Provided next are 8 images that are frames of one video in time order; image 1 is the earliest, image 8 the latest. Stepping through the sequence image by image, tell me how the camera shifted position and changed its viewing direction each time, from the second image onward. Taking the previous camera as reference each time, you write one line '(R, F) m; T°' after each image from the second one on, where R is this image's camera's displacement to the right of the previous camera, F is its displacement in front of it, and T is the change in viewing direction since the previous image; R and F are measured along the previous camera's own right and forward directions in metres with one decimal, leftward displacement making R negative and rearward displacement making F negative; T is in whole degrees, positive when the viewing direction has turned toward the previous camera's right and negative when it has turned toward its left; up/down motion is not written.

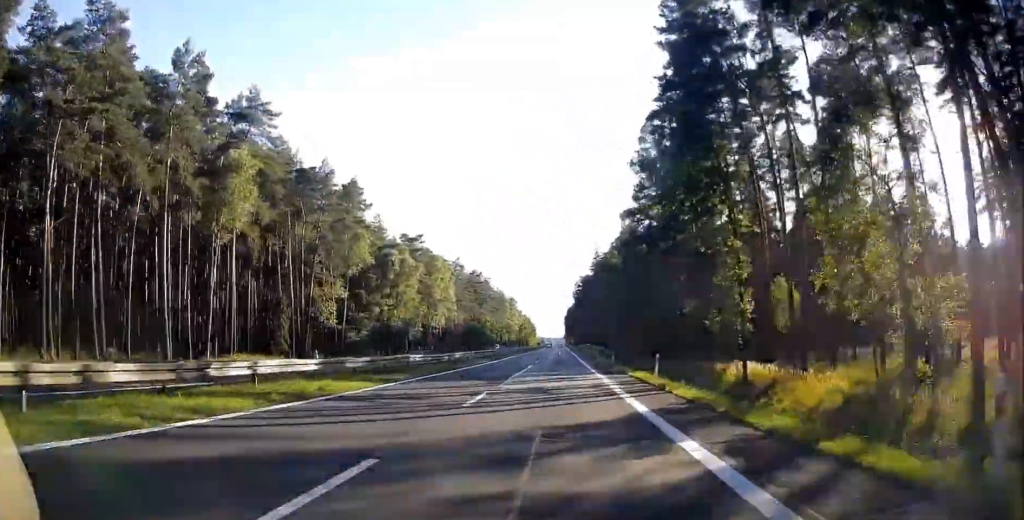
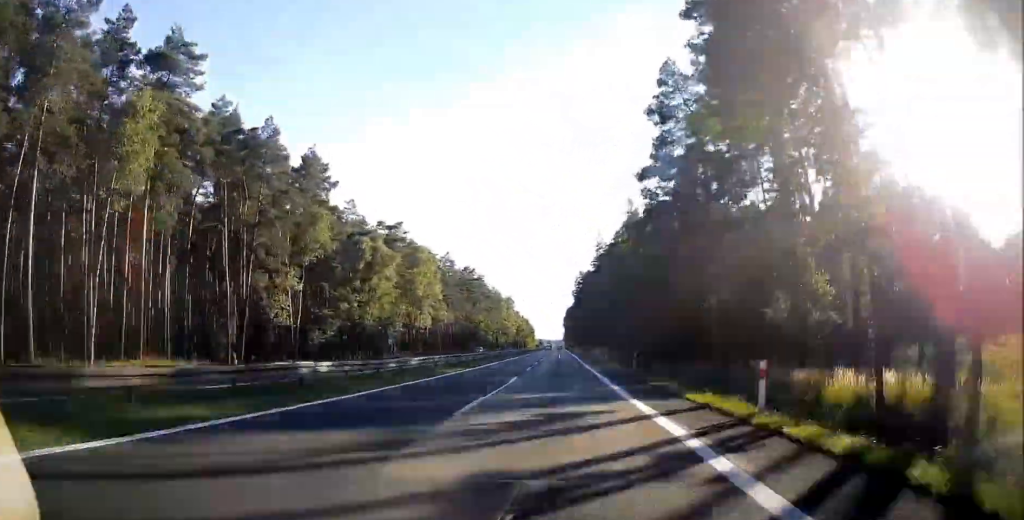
(0.0, +13.0) m; 0°
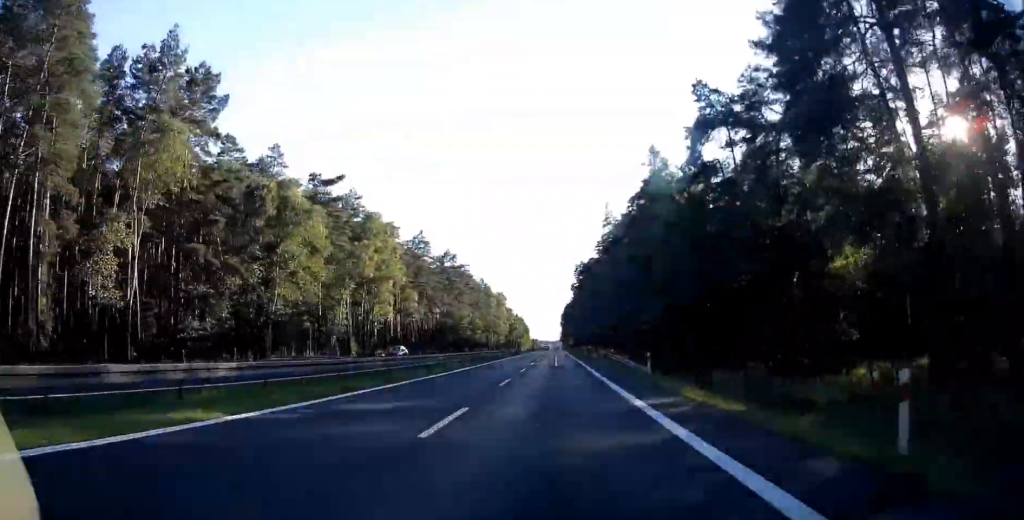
(0.0, +26.0) m; +1°
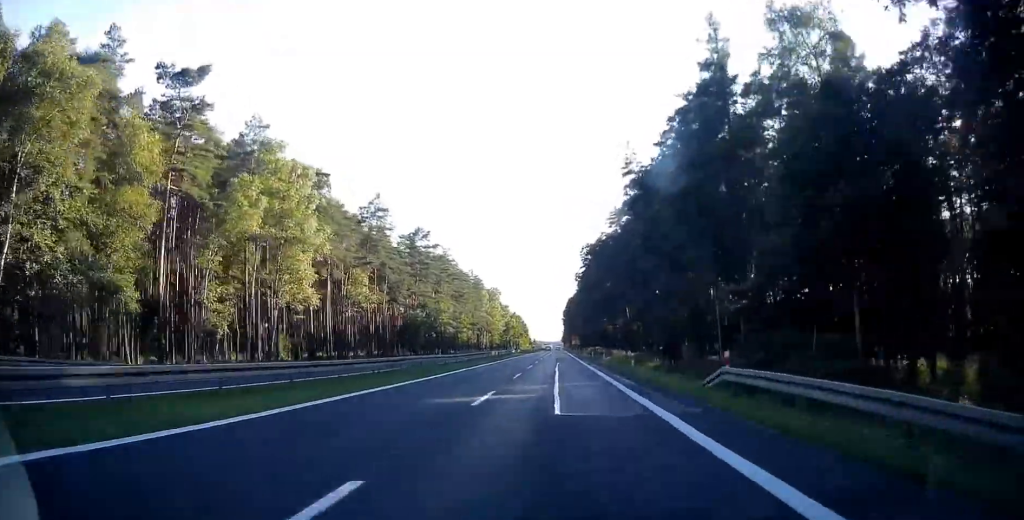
(+0.6, +30.0) m; +1°
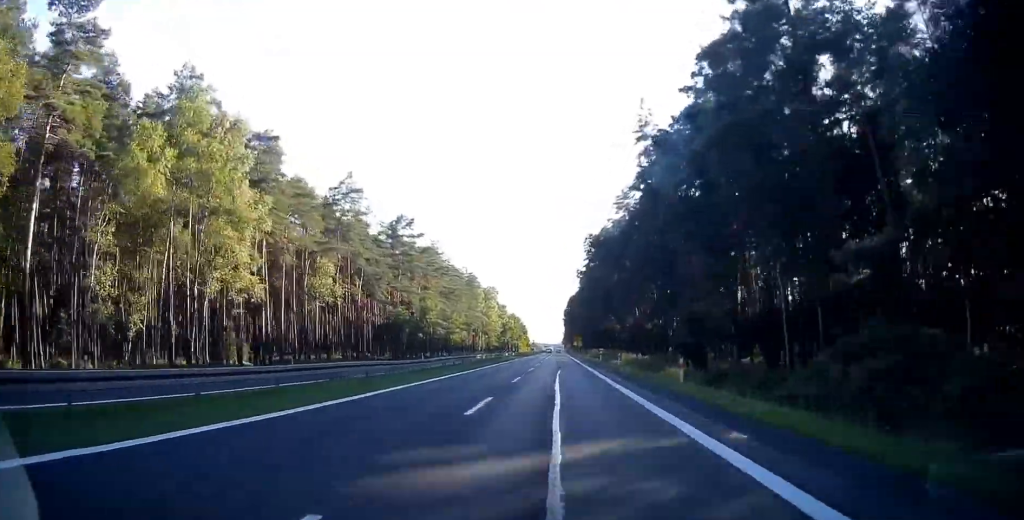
(0.0, +12.8) m; 0°
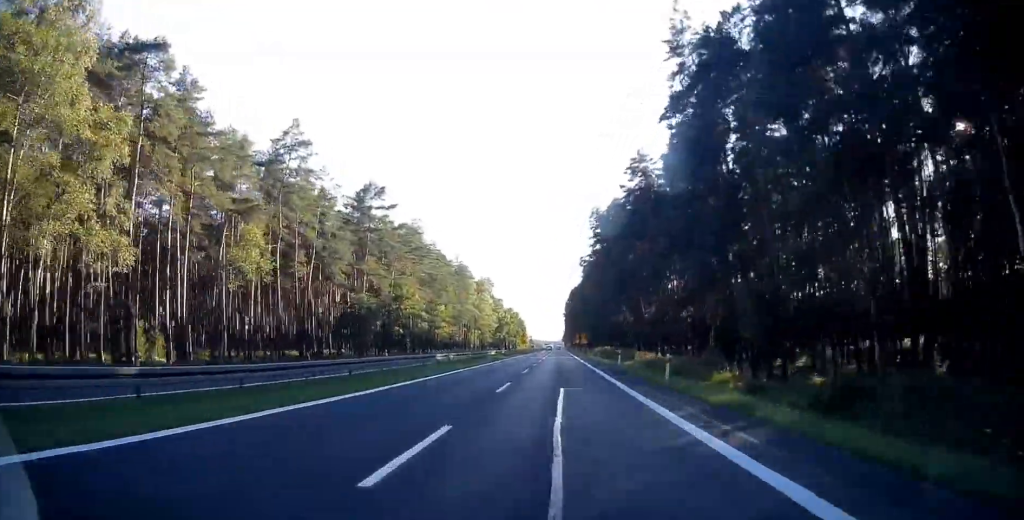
(-0.4, +17.9) m; -1°
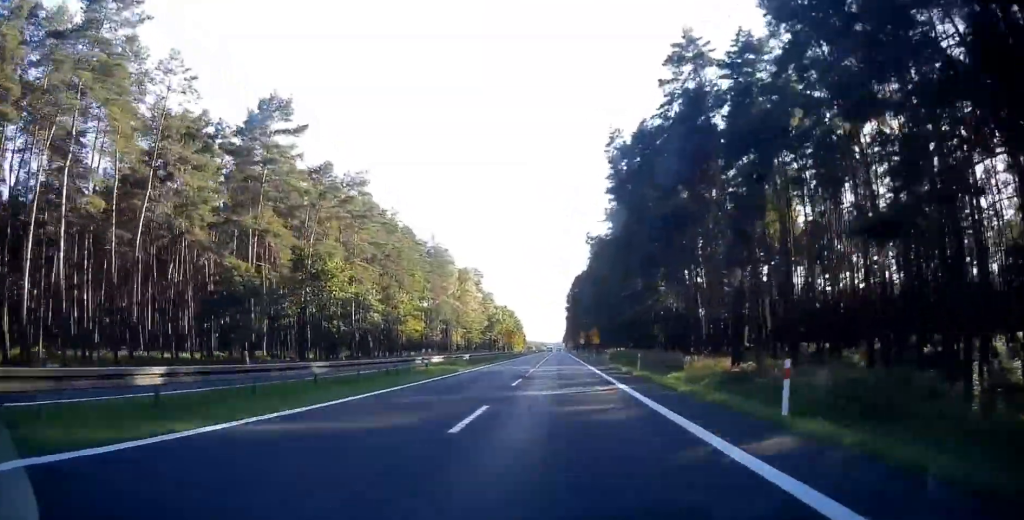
(-0.2, +31.5) m; 0°
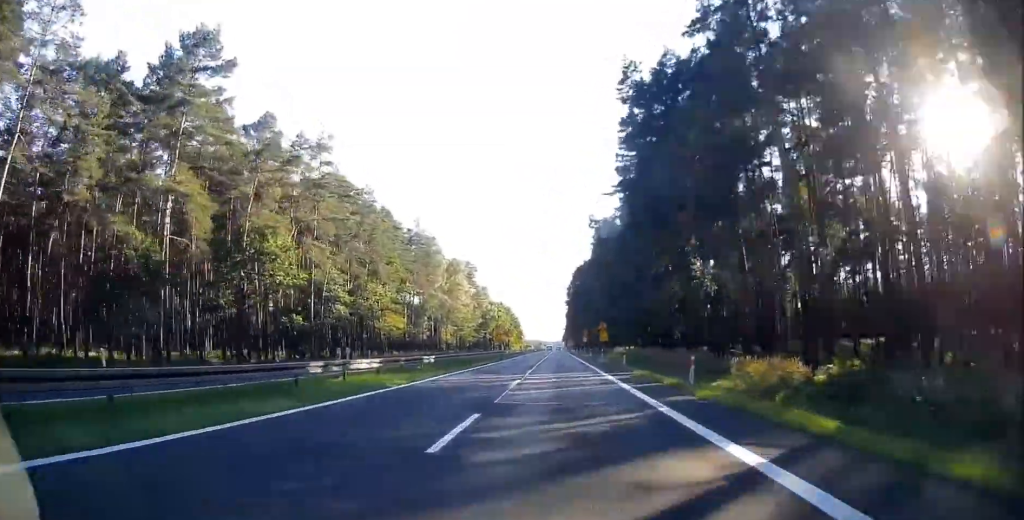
(0.0, +13.5) m; 0°
